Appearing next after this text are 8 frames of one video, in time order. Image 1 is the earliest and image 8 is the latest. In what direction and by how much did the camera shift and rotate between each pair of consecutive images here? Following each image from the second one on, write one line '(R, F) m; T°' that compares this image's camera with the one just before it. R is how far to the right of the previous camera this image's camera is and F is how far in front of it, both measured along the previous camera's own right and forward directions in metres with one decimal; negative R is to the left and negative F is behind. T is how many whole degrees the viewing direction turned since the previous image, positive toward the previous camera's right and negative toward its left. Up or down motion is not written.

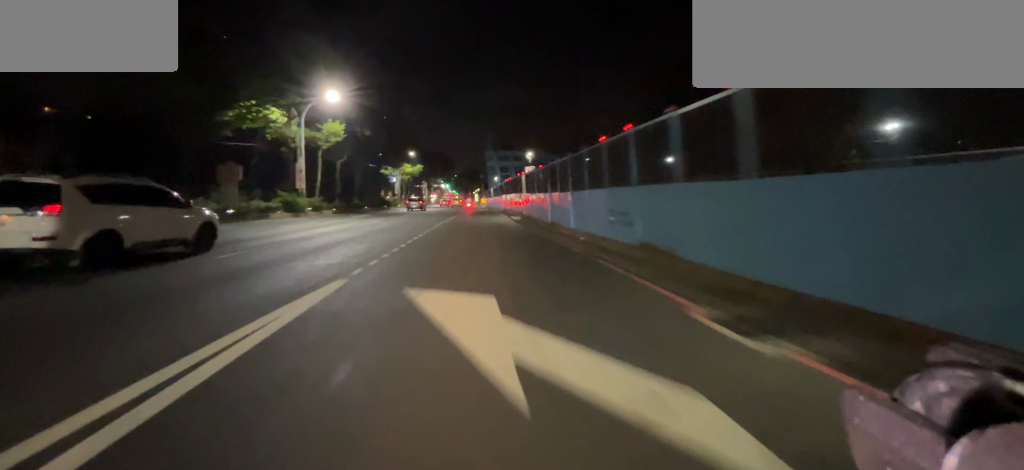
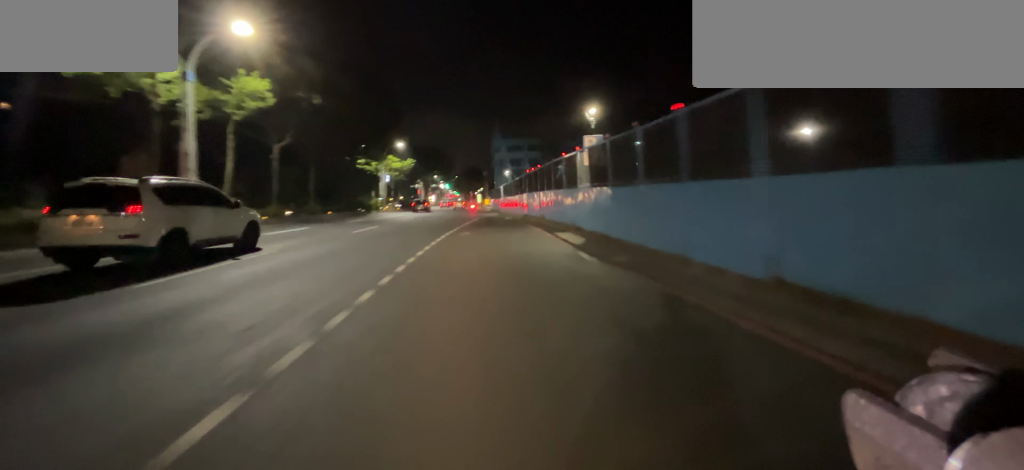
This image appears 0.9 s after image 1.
(0.0, +12.1) m; 0°
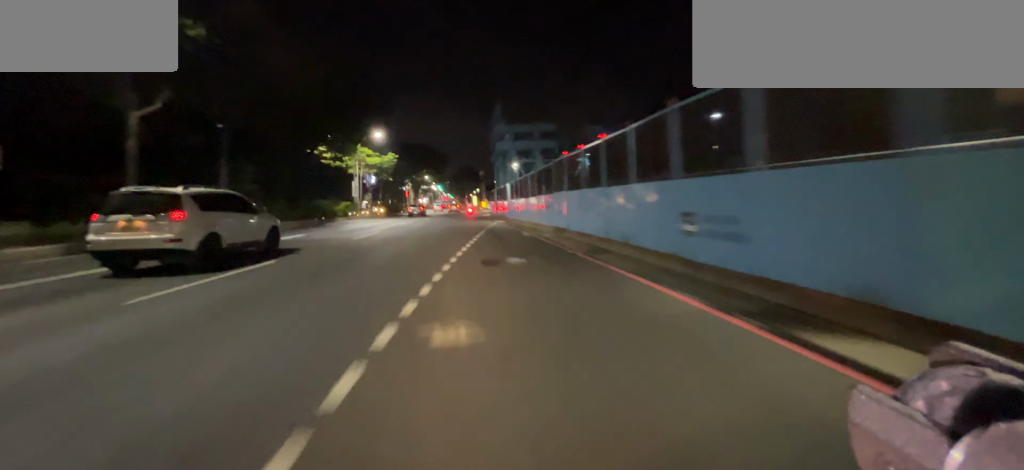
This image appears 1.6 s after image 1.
(0.0, +11.9) m; 0°
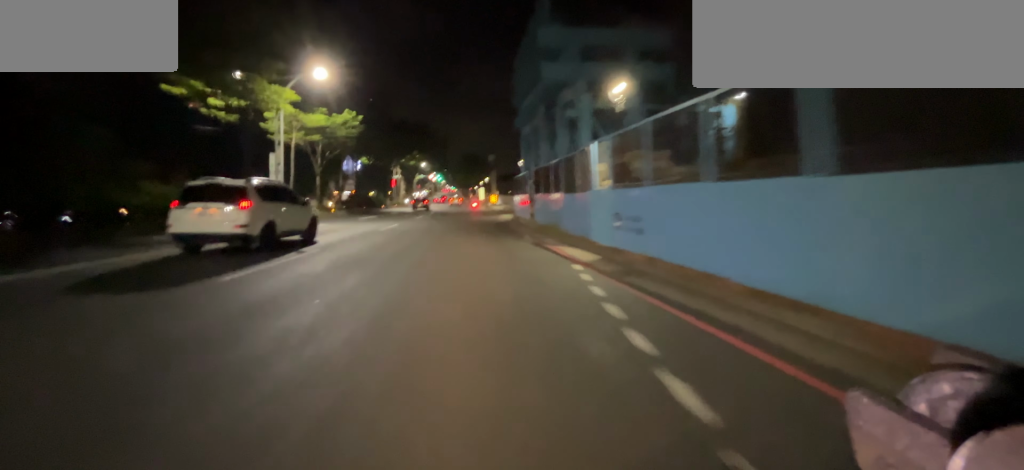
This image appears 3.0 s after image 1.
(+0.1, +21.8) m; 0°
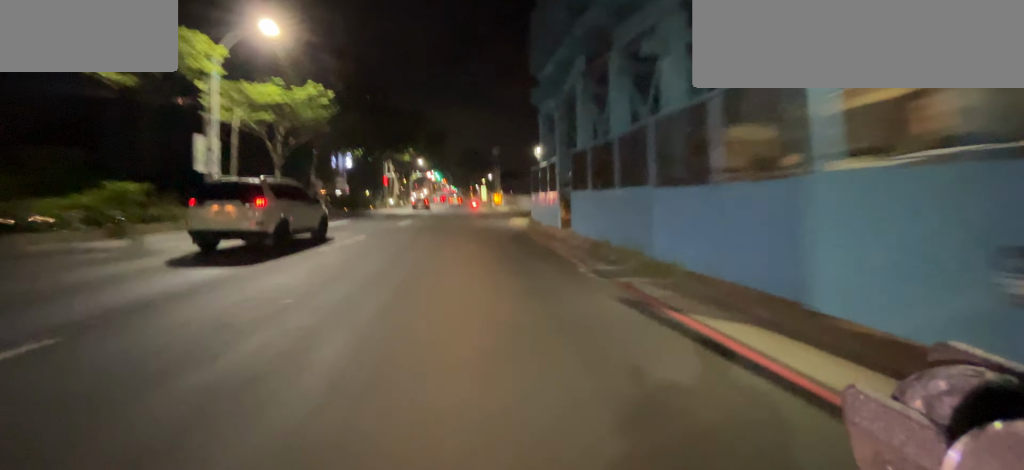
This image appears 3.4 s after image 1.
(0.0, +7.6) m; 0°
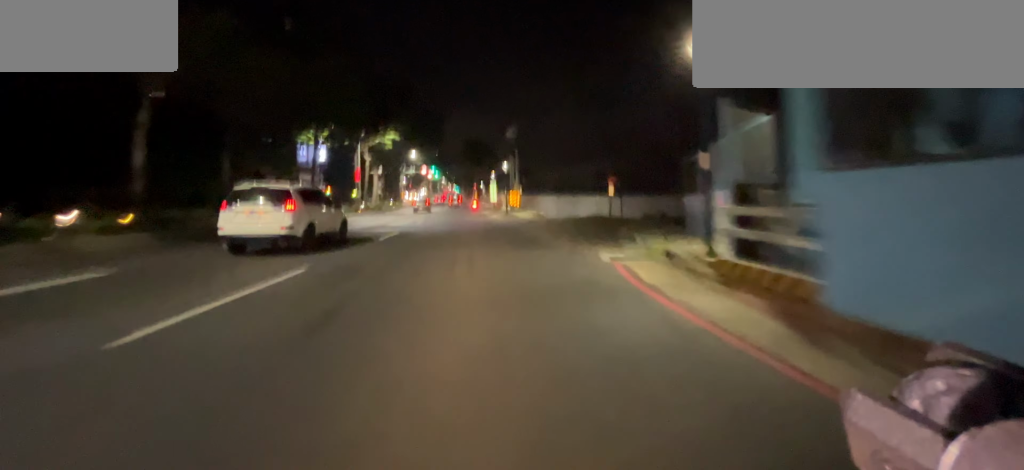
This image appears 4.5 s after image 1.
(-0.1, +17.5) m; 0°
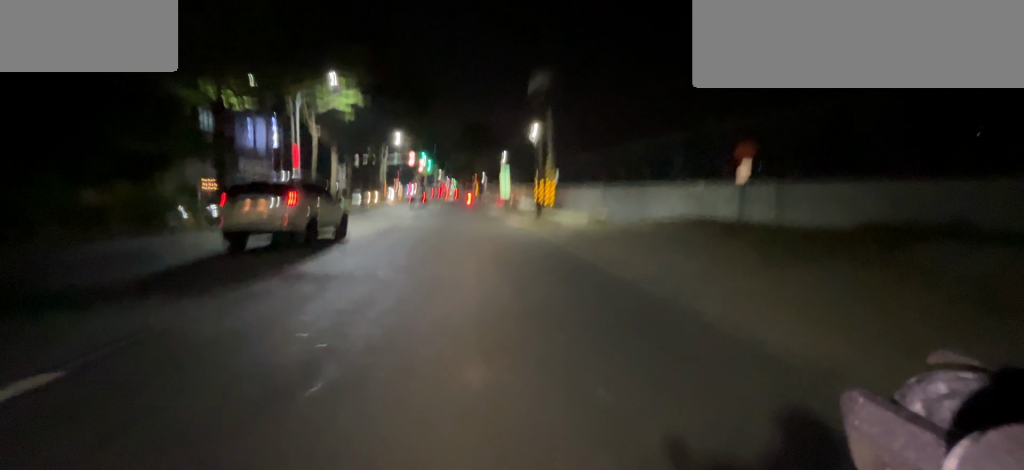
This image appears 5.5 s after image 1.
(+0.1, +15.0) m; +1°
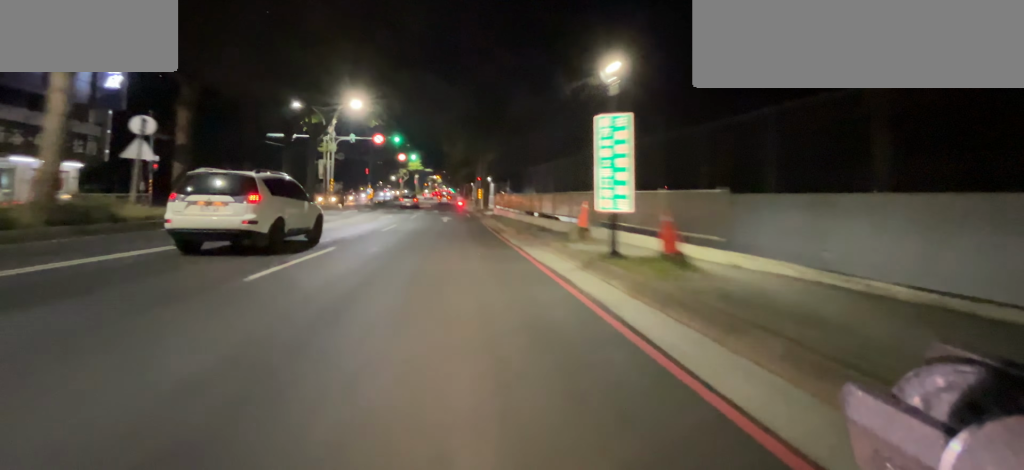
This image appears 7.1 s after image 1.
(0.0, +23.9) m; -1°
